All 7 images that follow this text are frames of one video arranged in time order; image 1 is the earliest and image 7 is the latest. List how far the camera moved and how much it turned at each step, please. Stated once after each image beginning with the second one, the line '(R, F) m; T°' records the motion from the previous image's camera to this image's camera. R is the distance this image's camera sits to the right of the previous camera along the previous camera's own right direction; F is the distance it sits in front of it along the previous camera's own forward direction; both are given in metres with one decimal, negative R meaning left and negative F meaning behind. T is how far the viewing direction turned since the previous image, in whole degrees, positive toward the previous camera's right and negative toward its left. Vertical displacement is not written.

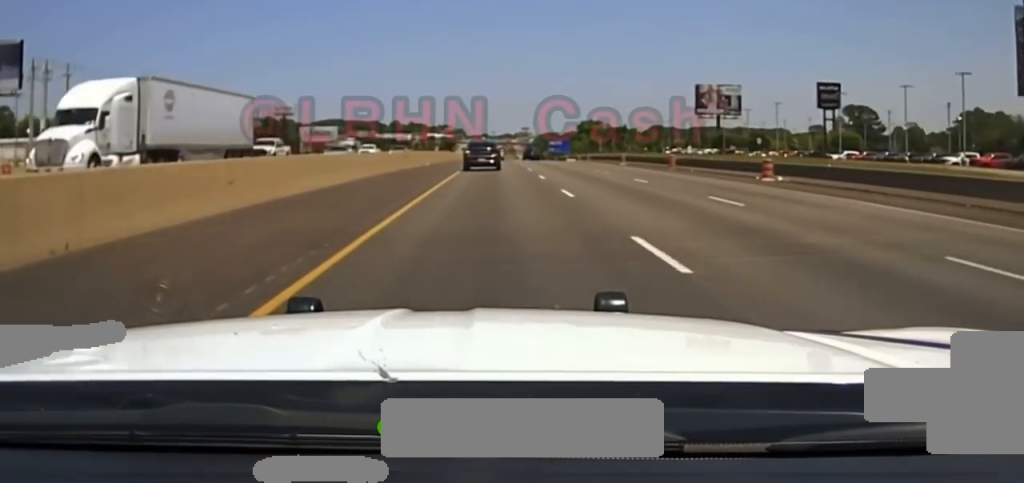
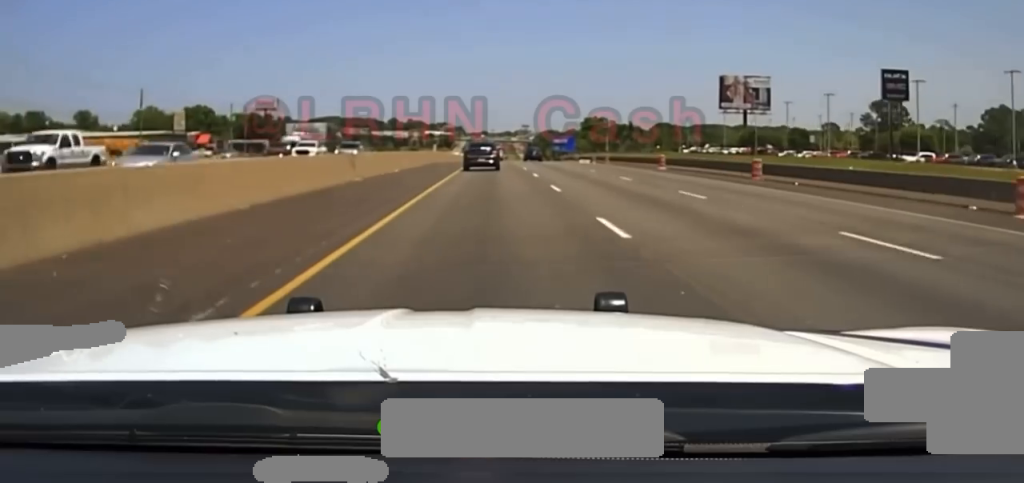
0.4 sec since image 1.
(0.0, +19.1) m; 0°
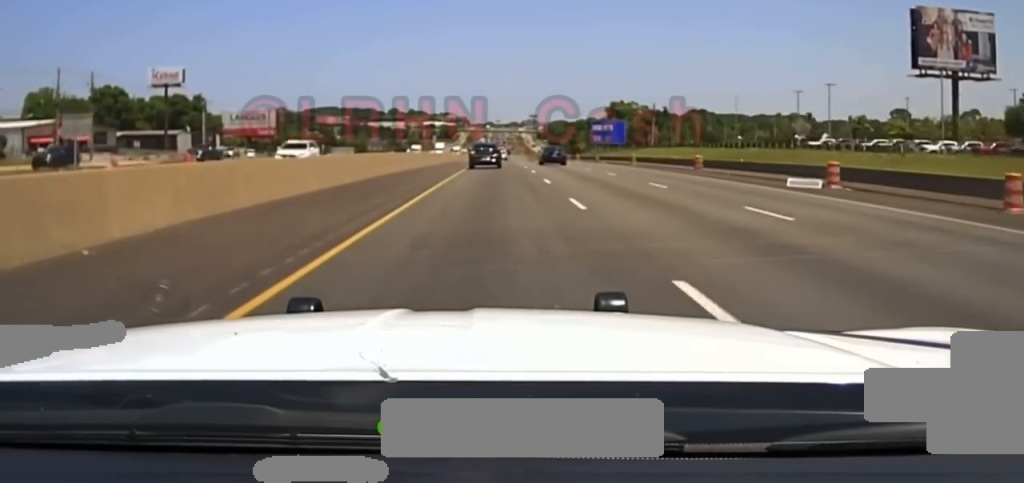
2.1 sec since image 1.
(+0.2, +79.2) m; 0°
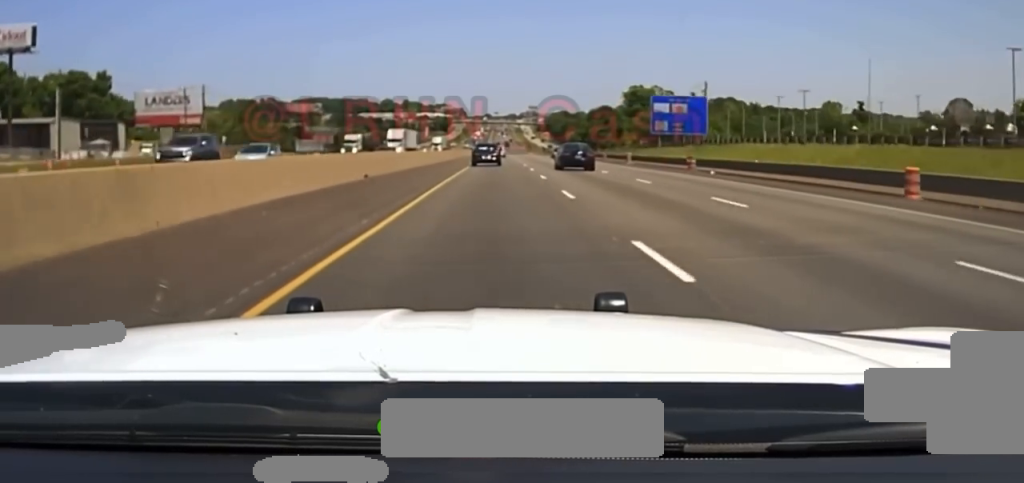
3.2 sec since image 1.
(-0.3, +61.8) m; 0°
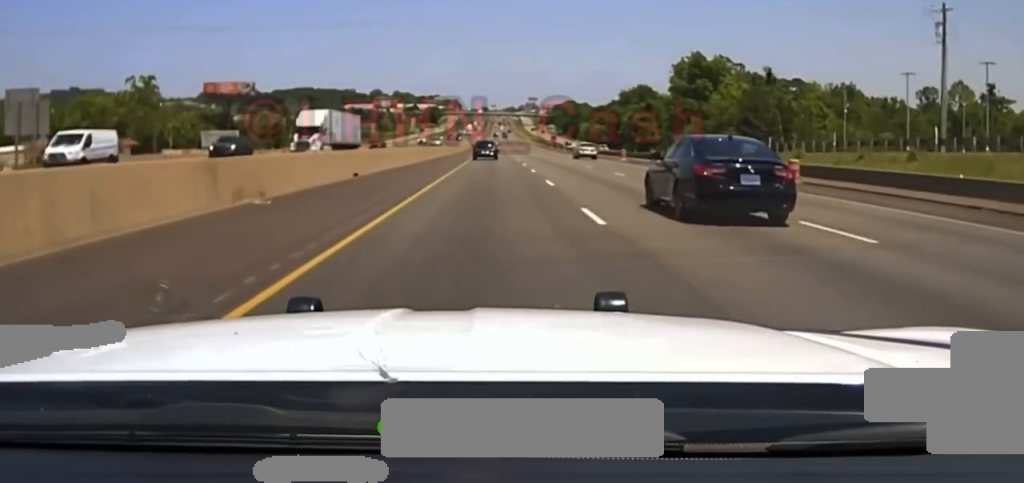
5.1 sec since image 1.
(+0.3, +104.3) m; 0°
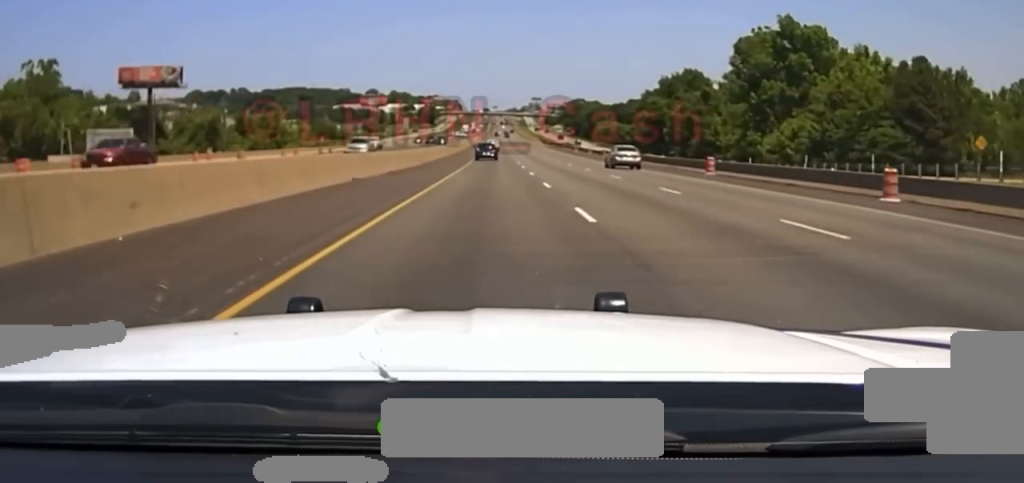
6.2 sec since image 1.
(-0.1, +59.5) m; 0°
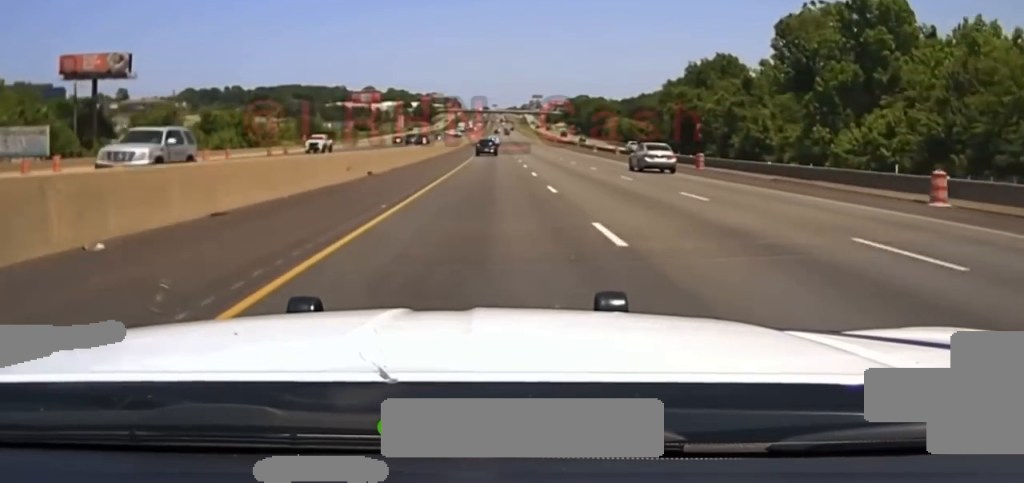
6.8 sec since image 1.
(0.0, +24.5) m; 0°
